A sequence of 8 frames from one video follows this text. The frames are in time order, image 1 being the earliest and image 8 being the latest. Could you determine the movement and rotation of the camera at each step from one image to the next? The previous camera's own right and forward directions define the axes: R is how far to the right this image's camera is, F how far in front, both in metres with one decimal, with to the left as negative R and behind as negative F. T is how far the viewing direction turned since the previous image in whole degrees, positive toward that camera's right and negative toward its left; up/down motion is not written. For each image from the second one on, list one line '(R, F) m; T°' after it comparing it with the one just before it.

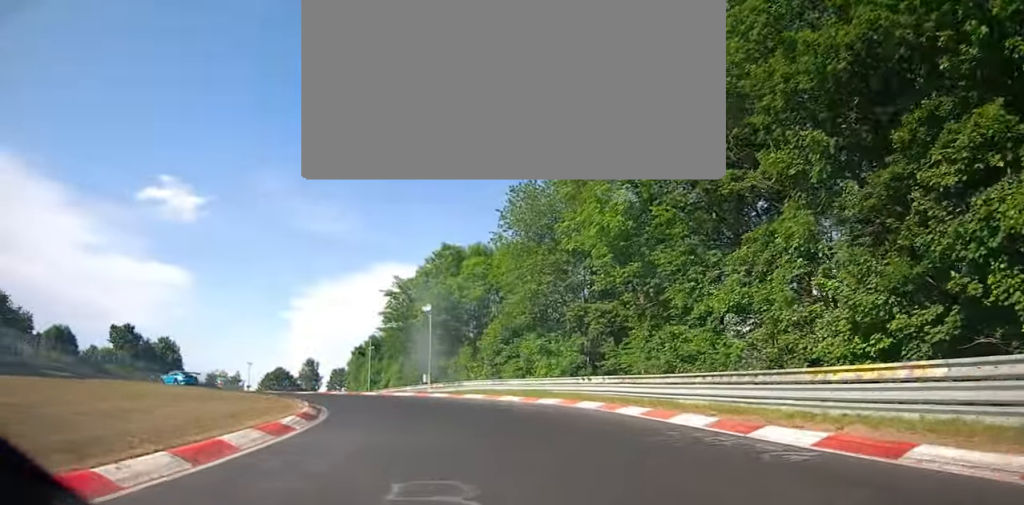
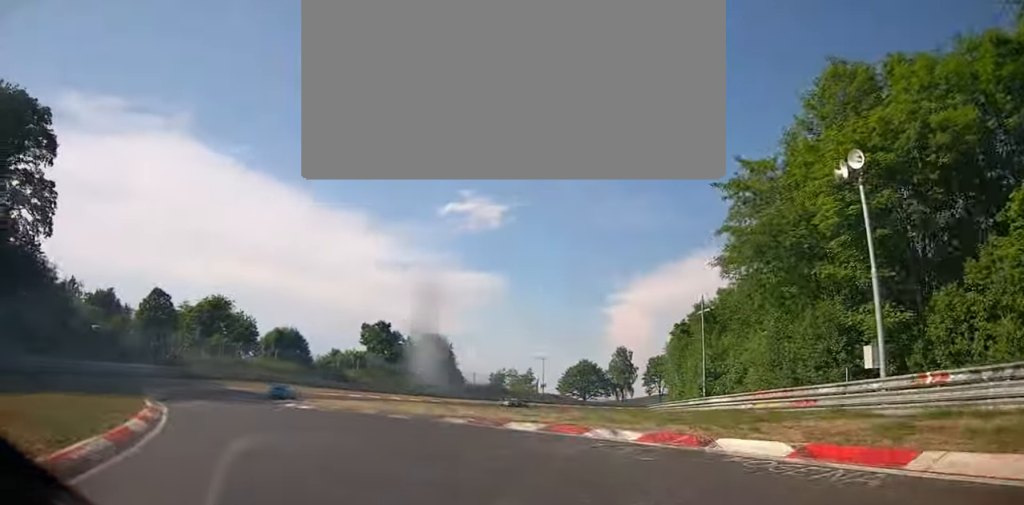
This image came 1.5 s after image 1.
(-9.0, +25.6) m; -35°
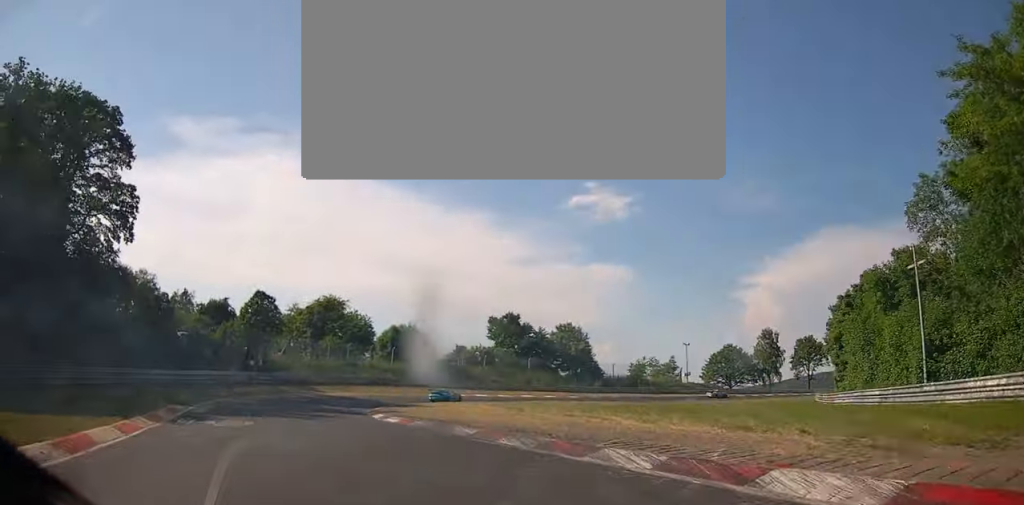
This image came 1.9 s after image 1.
(-0.1, +8.7) m; -12°
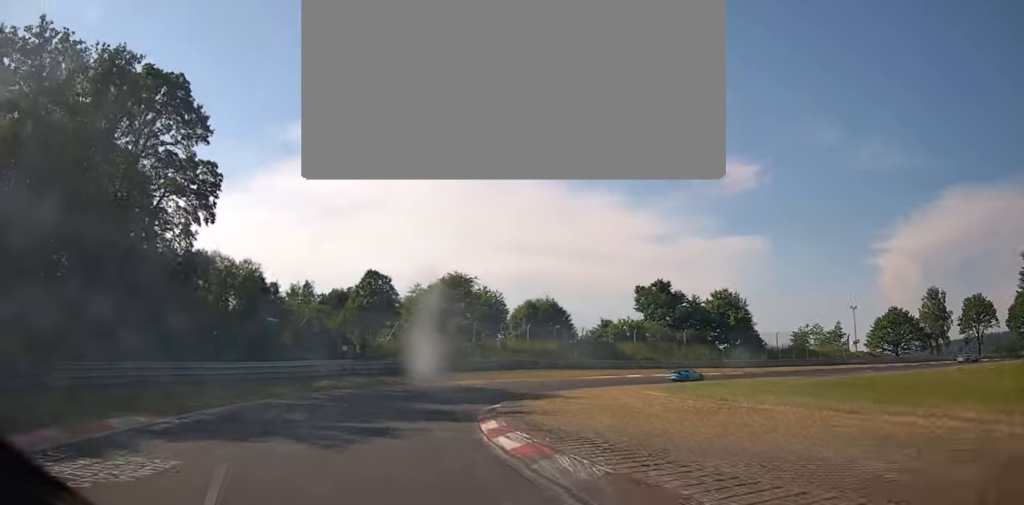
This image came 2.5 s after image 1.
(-2.3, +10.9) m; -8°
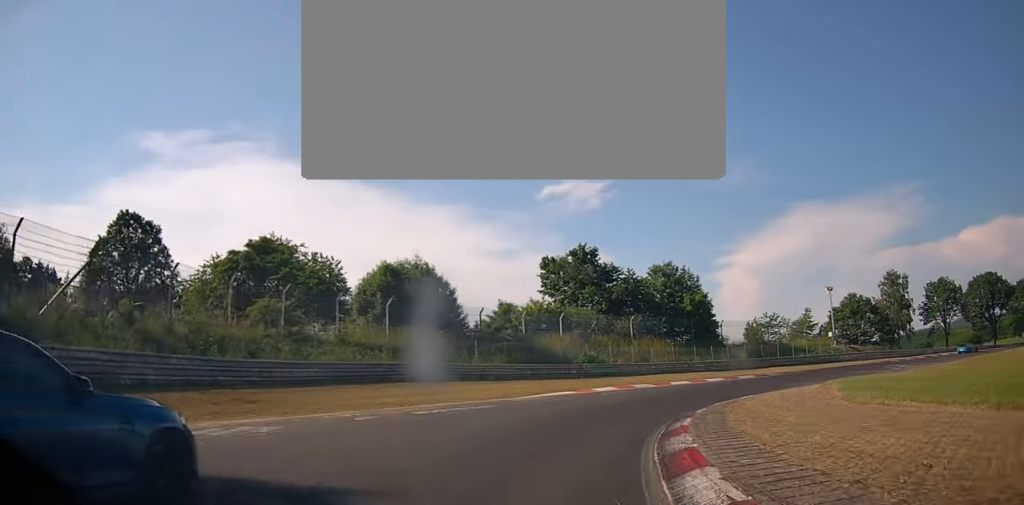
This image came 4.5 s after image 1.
(+0.1, +31.3) m; +18°
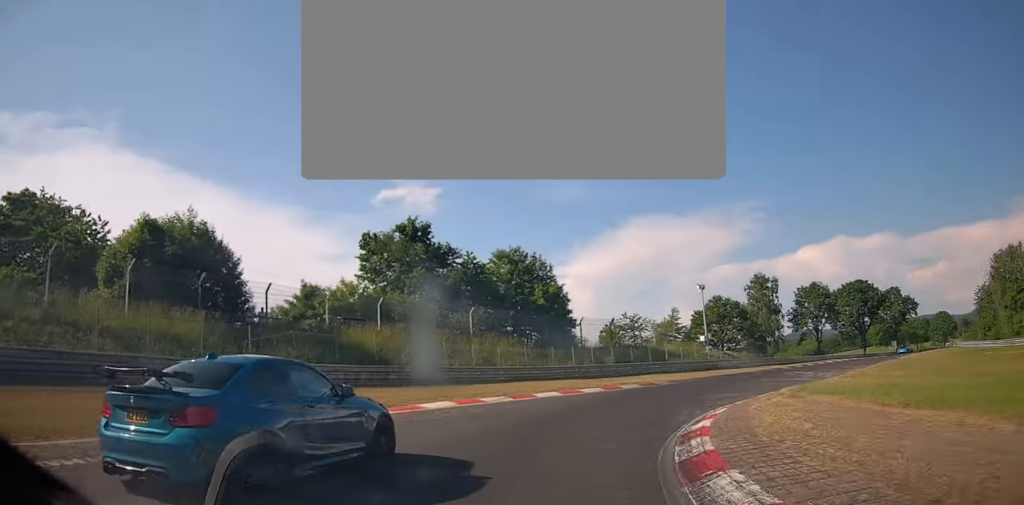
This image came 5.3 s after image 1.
(+1.3, +10.6) m; +20°
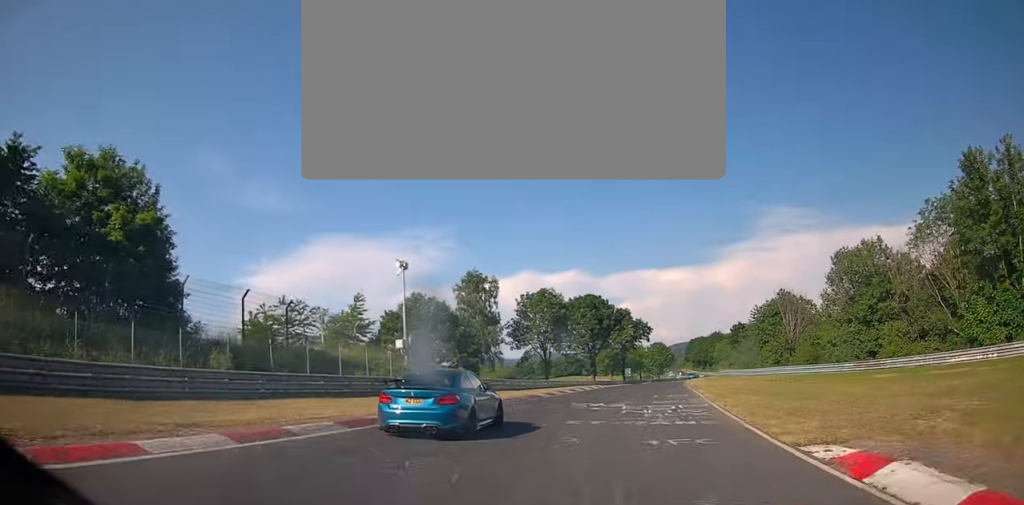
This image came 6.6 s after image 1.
(+8.0, +19.7) m; +35°
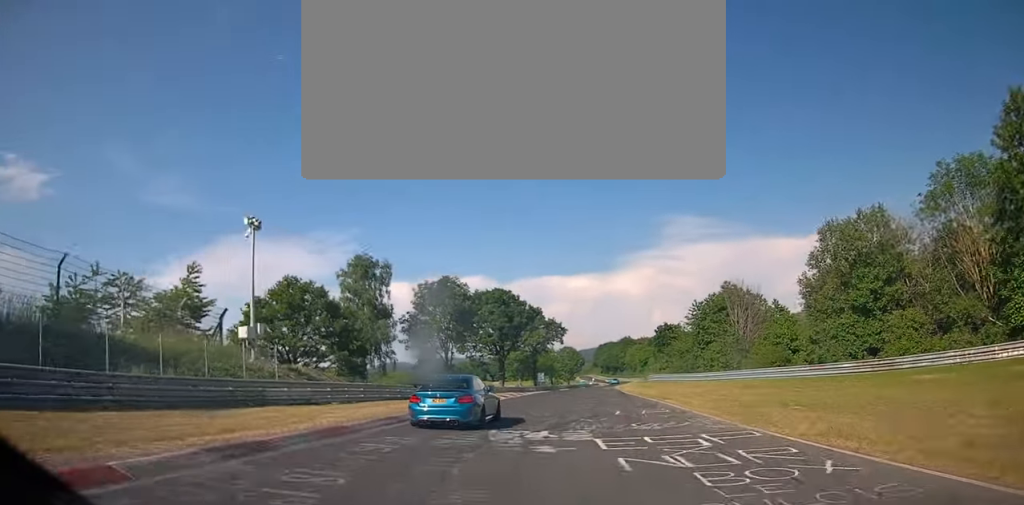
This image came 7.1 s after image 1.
(+1.2, +11.2) m; +9°
